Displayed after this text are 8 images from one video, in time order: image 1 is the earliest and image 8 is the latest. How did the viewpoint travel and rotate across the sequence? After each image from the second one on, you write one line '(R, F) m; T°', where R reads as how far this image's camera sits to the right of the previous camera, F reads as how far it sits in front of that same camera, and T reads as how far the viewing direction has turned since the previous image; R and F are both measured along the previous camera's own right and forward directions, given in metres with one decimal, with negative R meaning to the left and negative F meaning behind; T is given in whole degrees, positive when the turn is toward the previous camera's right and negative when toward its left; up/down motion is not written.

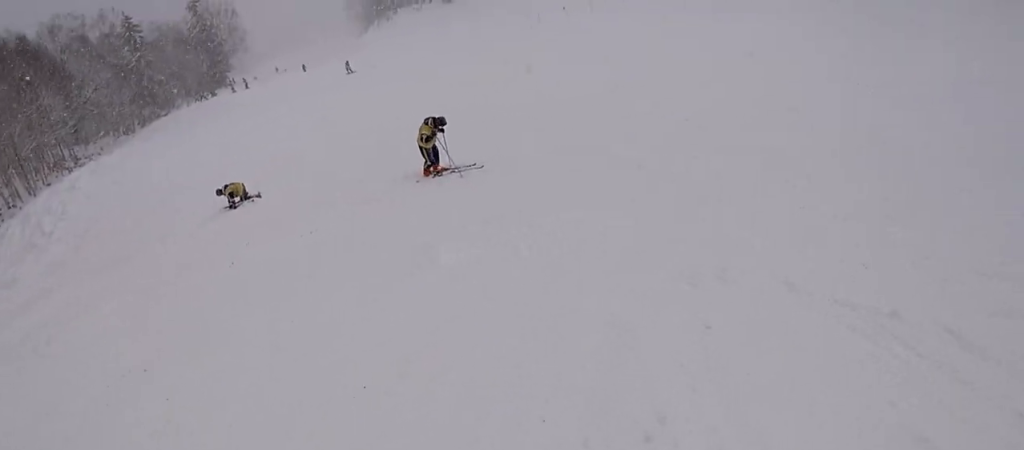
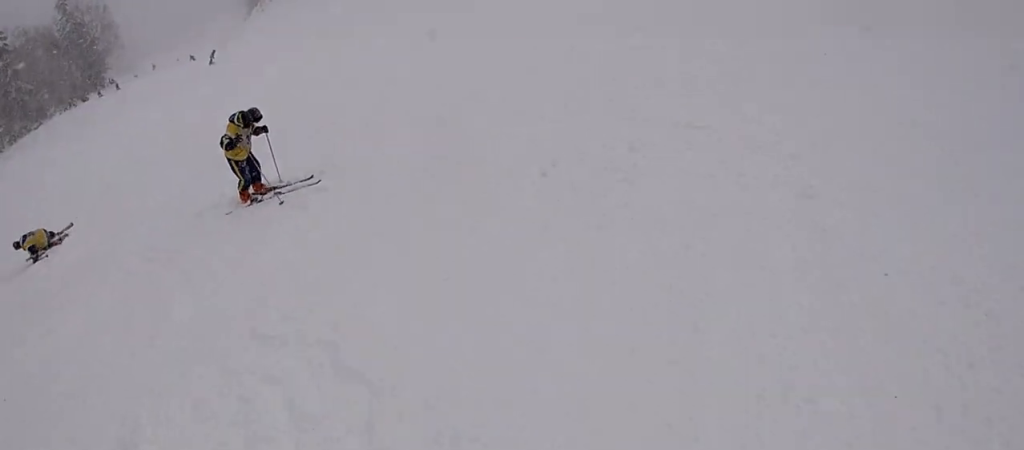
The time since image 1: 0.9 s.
(+0.4, +3.2) m; -3°
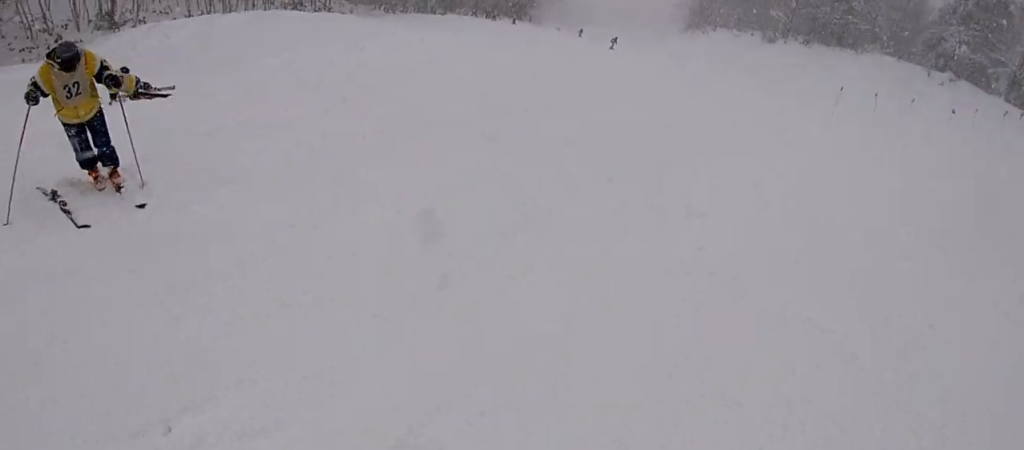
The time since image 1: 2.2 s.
(-1.5, +6.1) m; -37°
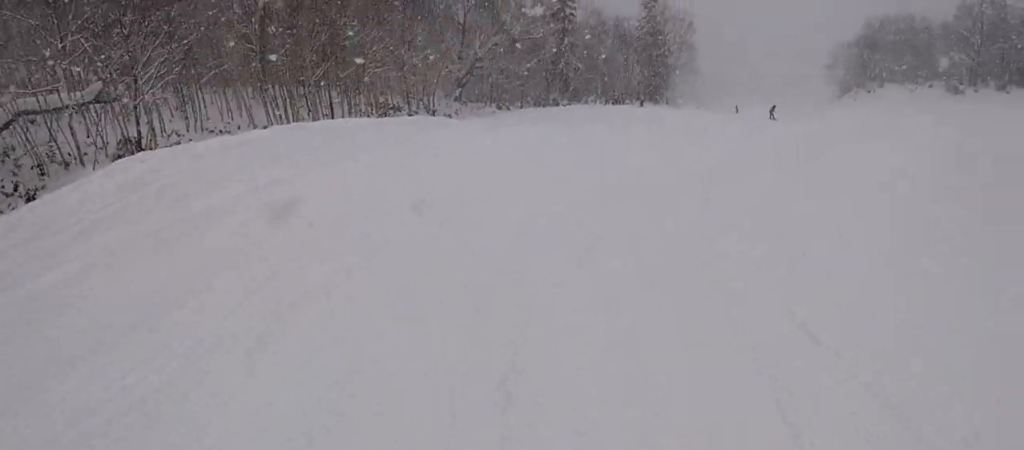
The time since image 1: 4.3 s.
(-3.7, +12.0) m; -17°
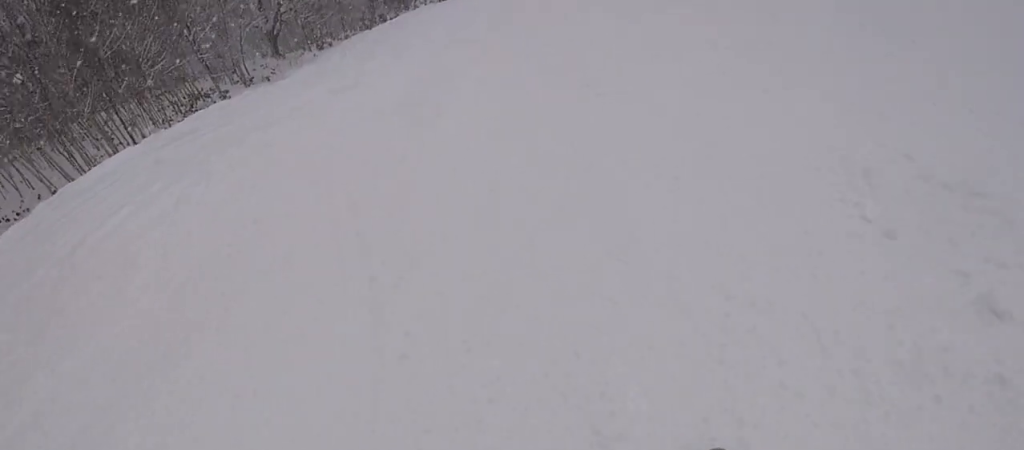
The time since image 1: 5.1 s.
(+0.1, +5.4) m; +11°
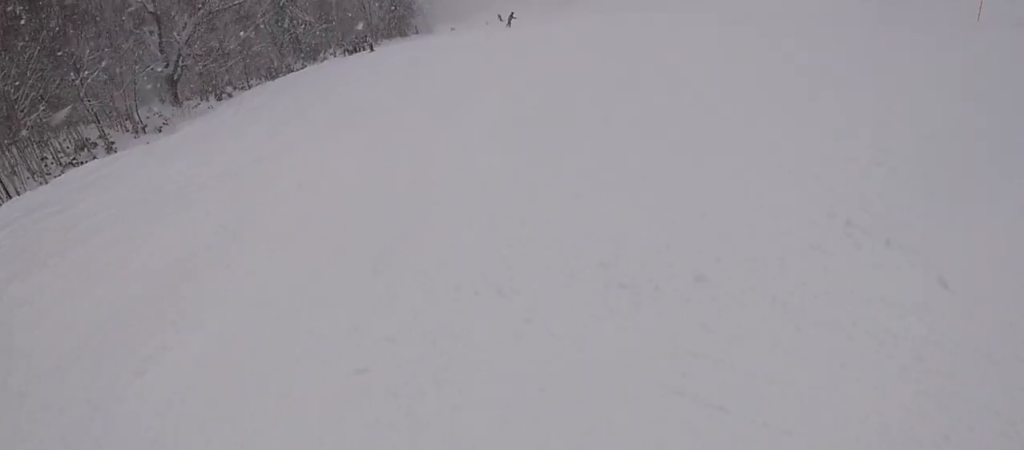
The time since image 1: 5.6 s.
(+0.3, +3.0) m; +5°
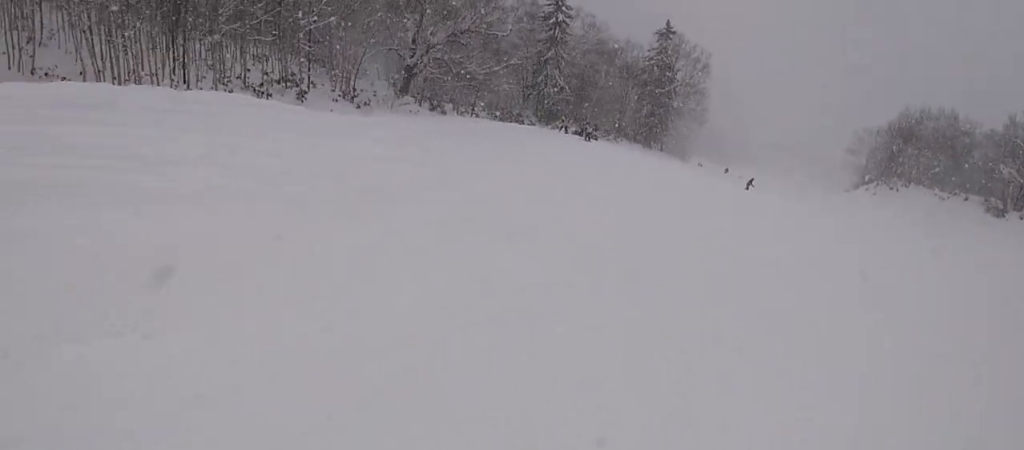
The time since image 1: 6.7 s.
(+0.8, +7.1) m; -3°
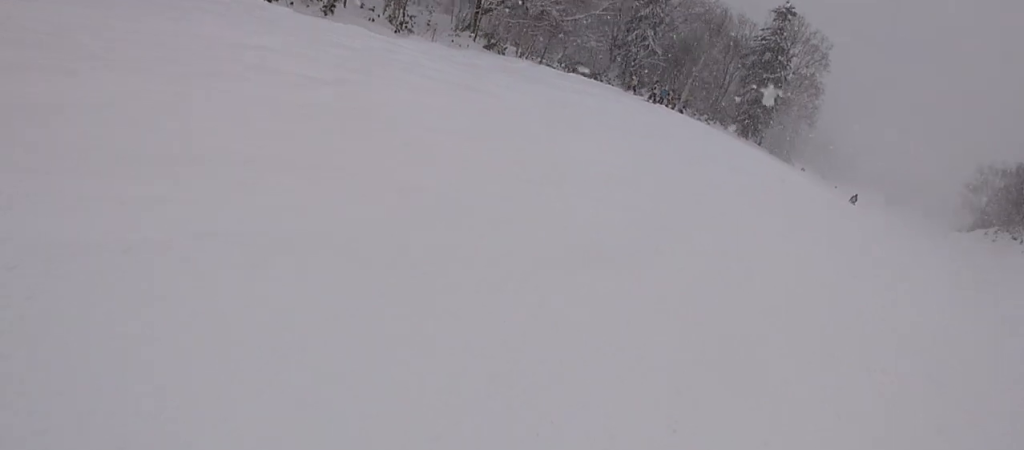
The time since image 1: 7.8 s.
(-1.4, +6.7) m; -19°
